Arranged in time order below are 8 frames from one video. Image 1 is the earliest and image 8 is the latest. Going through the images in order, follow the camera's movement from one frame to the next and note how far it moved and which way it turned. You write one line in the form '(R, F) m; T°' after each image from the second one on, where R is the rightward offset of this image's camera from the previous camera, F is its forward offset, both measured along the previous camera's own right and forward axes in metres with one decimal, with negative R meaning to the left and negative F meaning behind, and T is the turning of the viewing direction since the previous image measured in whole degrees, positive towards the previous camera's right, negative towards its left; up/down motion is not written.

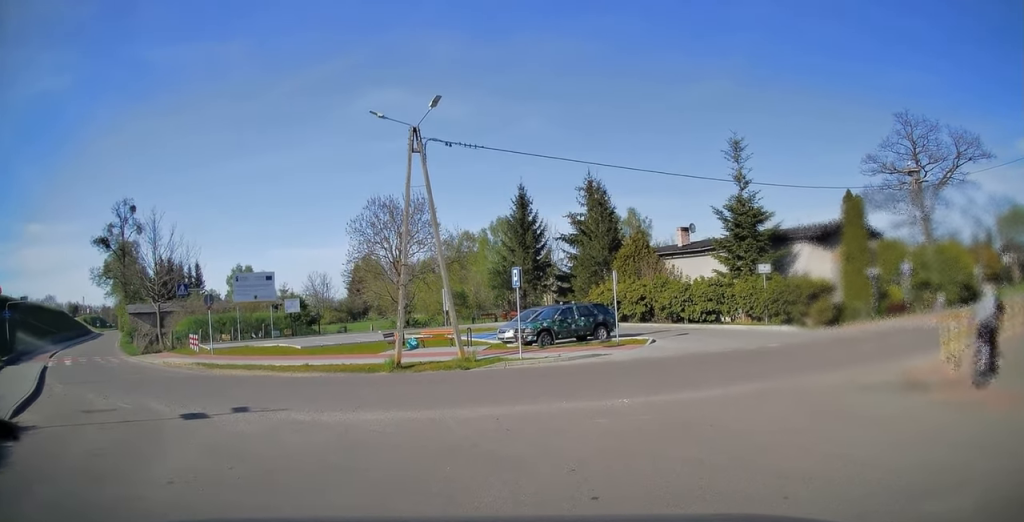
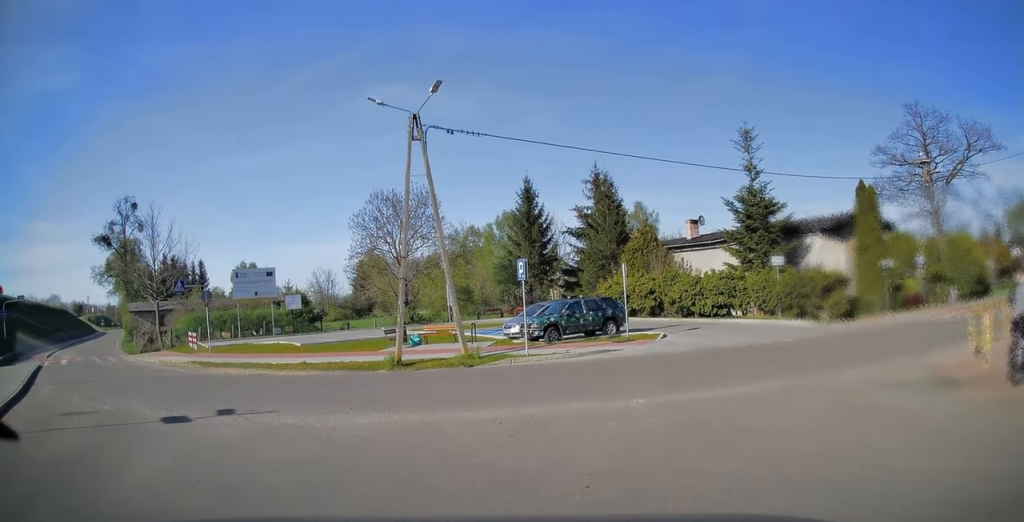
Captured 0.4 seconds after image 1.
(0.0, +0.8) m; -2°
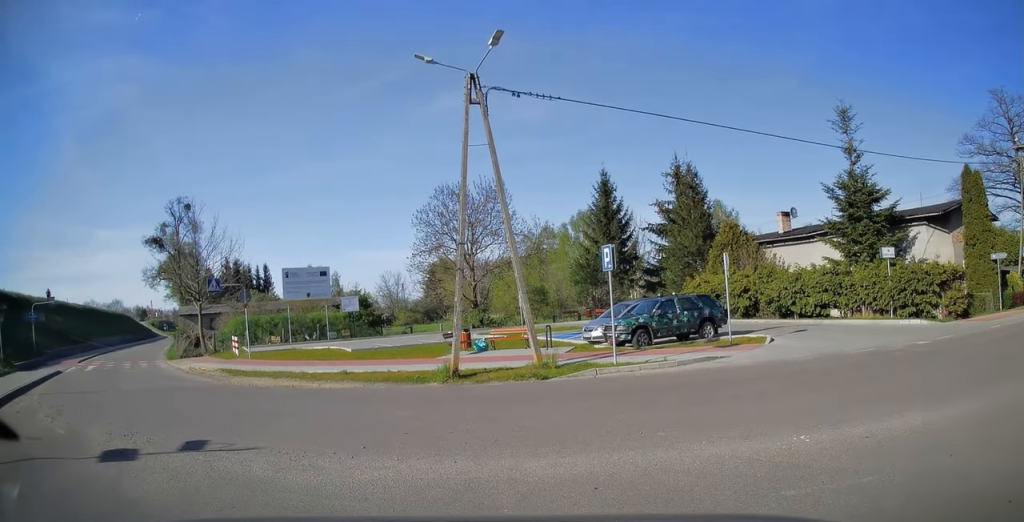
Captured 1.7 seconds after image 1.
(-0.3, +3.3) m; -11°
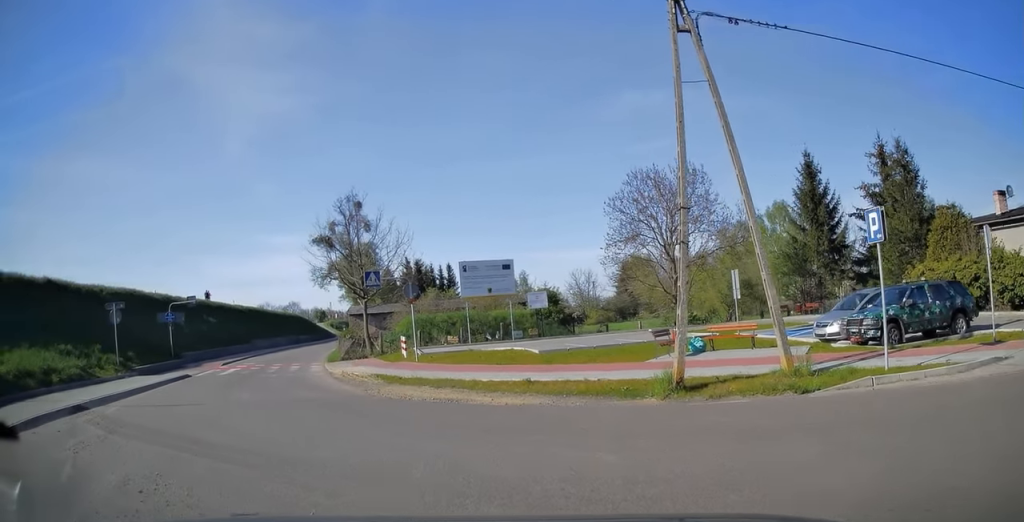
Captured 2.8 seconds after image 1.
(-0.3, +3.6) m; -14°
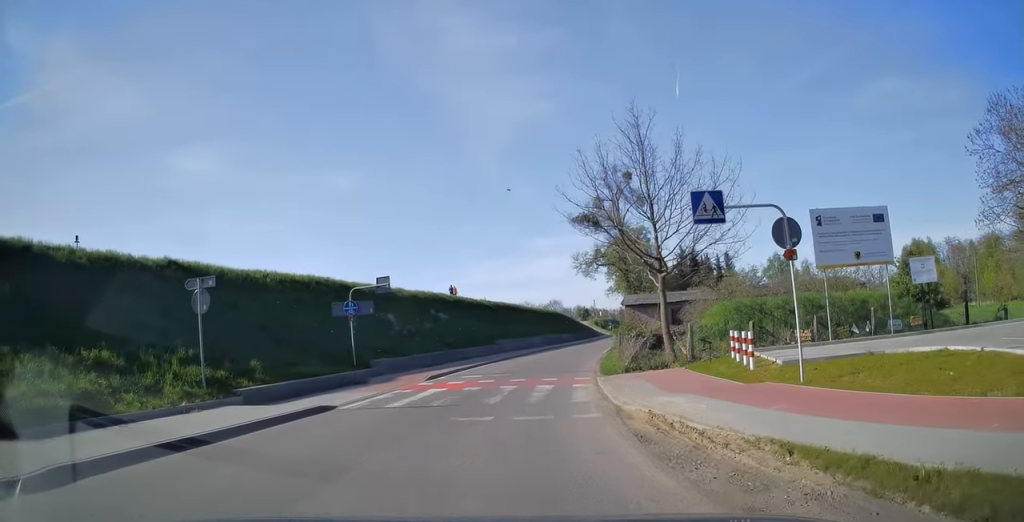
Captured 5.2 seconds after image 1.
(-4.0, +11.5) m; -25°
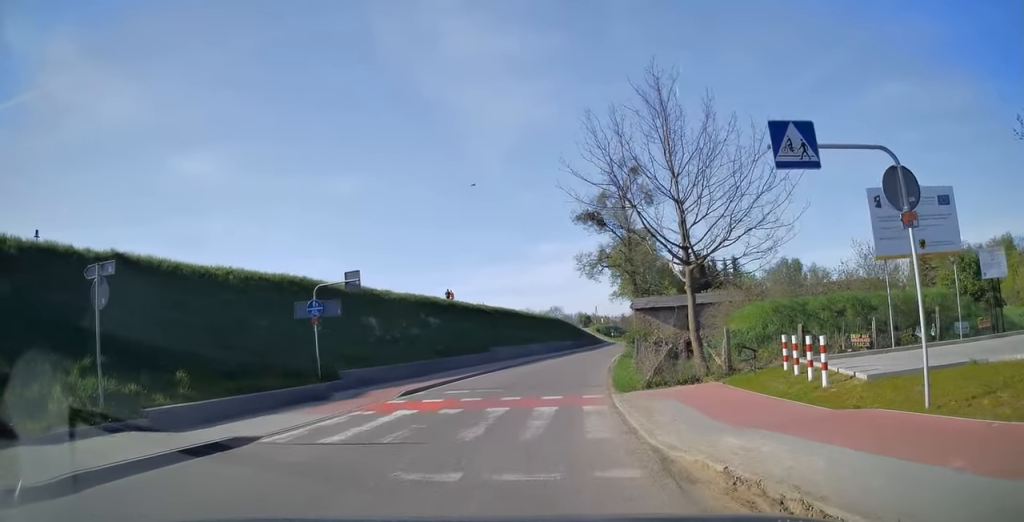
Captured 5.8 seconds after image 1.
(0.0, +3.8) m; 0°
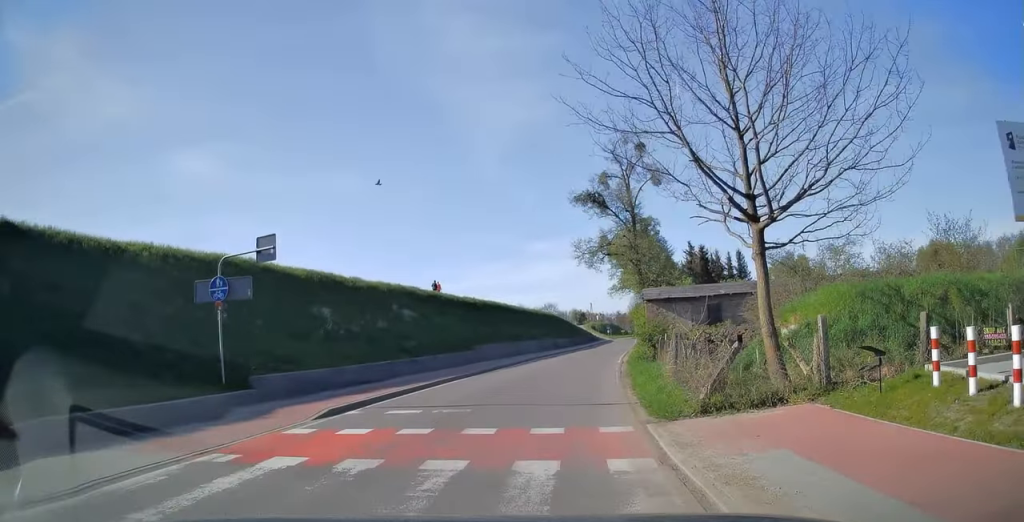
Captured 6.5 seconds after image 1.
(0.0, +6.0) m; +2°
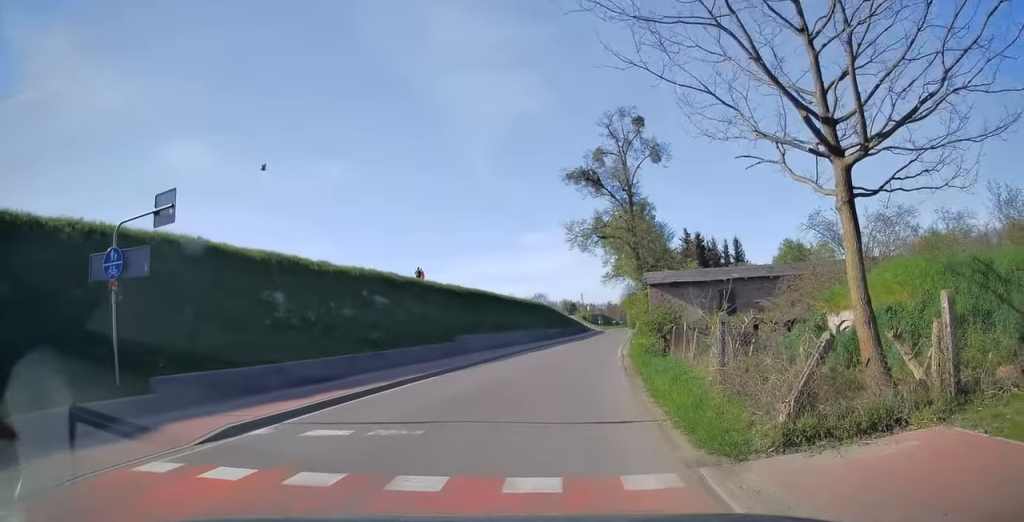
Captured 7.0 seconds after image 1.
(+0.1, +3.7) m; +1°
